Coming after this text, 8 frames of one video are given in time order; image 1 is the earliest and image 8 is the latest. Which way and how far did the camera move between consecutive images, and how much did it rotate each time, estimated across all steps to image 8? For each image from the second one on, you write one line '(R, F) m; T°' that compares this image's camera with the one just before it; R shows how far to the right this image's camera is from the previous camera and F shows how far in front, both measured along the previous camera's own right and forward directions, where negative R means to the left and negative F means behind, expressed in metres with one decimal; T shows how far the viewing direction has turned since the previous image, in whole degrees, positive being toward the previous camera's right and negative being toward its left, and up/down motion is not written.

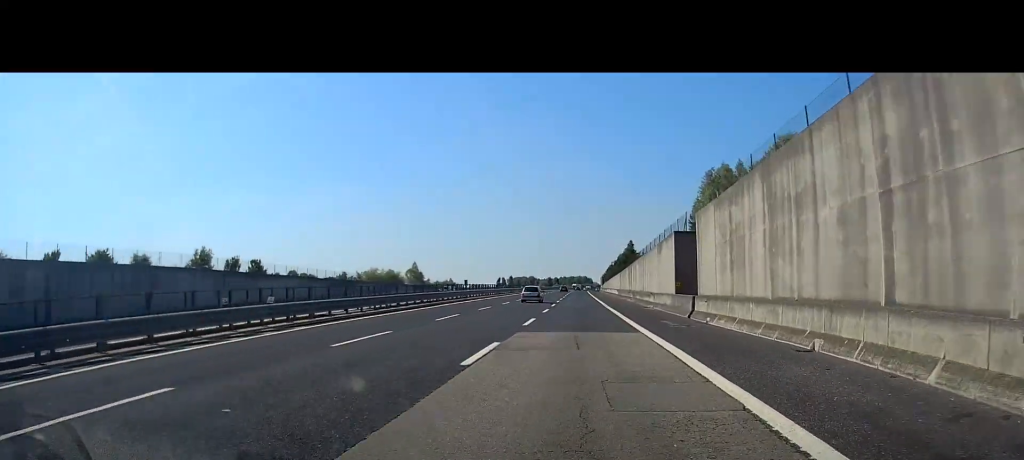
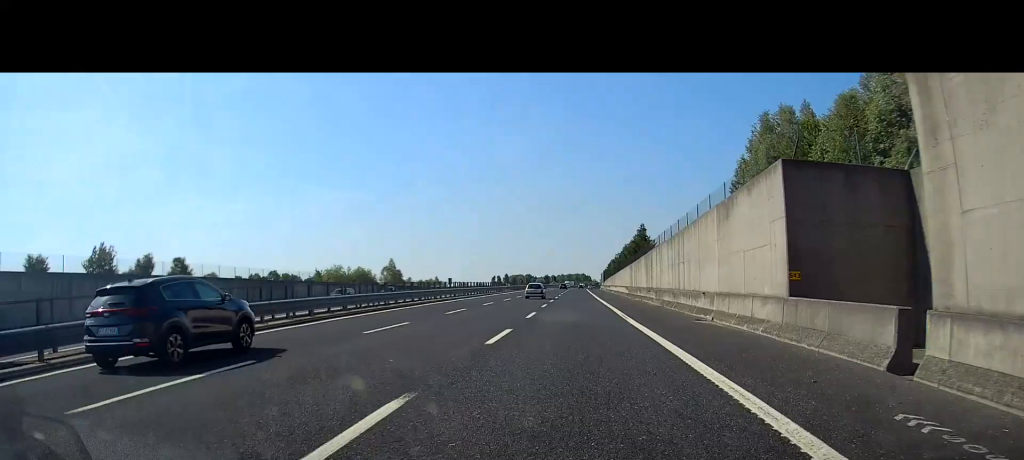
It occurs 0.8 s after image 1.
(0.0, +19.5) m; 0°
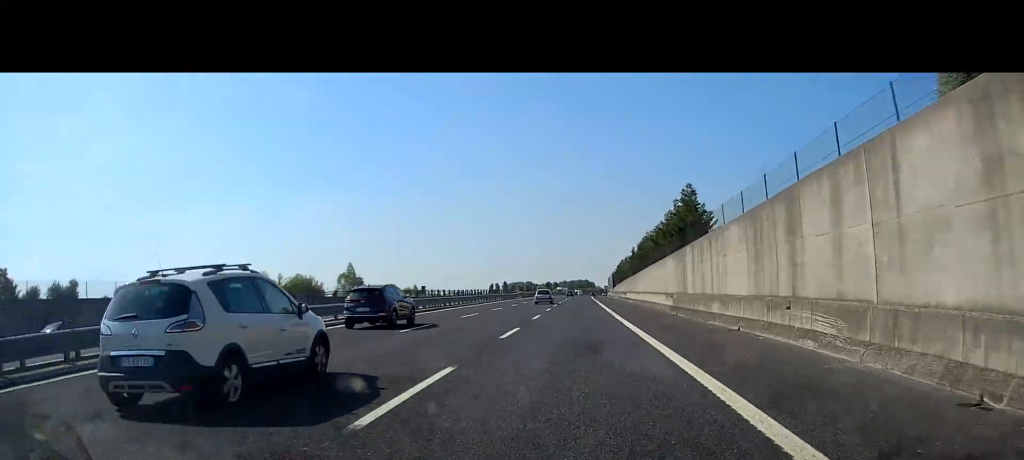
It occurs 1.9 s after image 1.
(0.0, +29.9) m; 0°
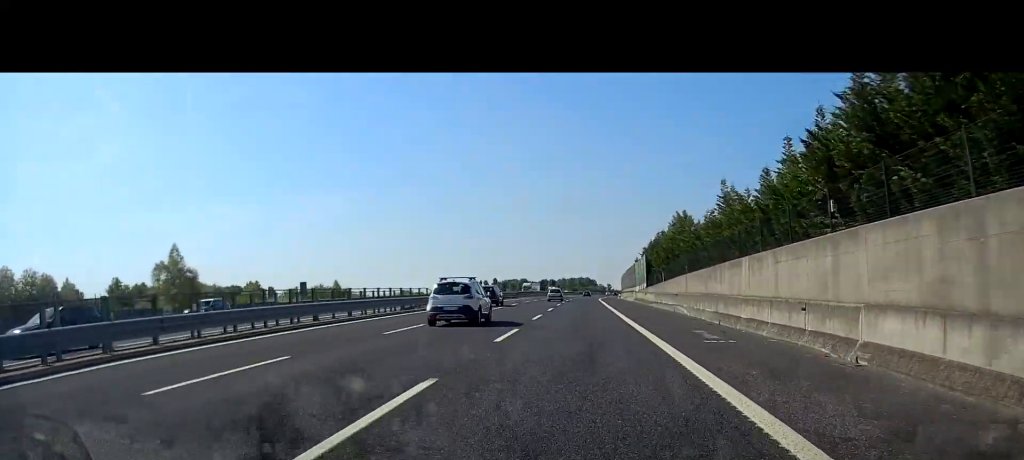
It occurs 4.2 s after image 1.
(-0.2, +58.2) m; 0°
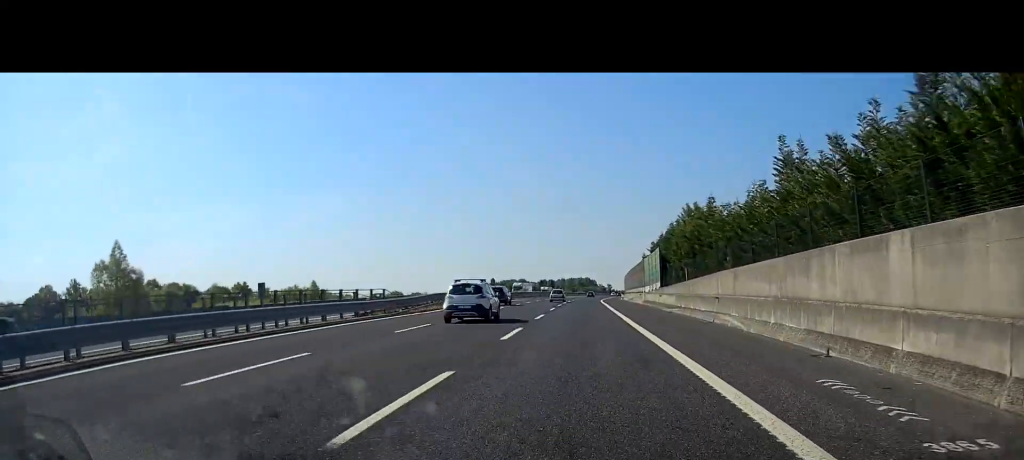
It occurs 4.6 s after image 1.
(0.0, +10.2) m; 0°
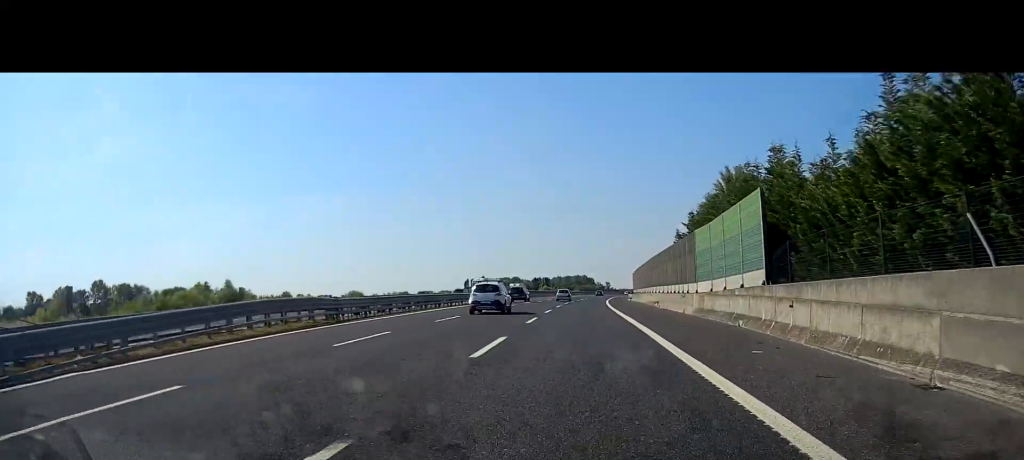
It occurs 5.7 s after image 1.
(+0.1, +27.3) m; +1°
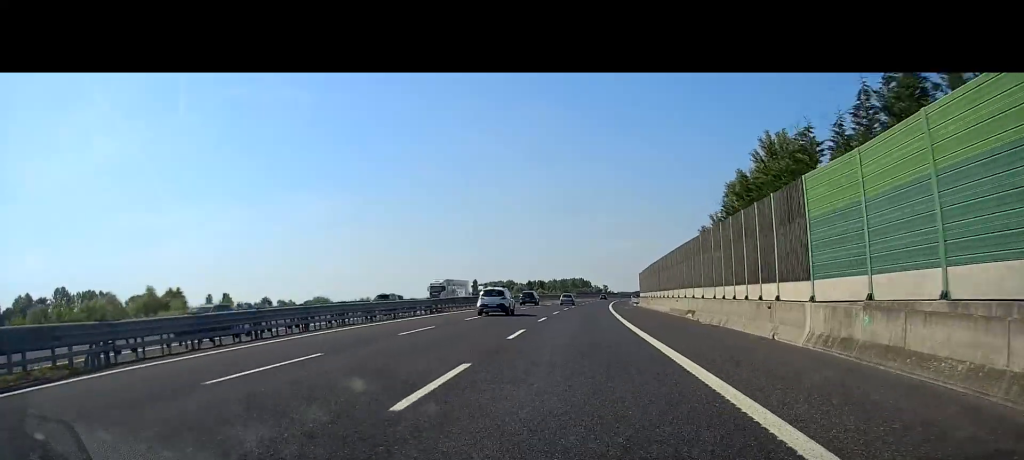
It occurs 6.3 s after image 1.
(0.0, +16.3) m; 0°
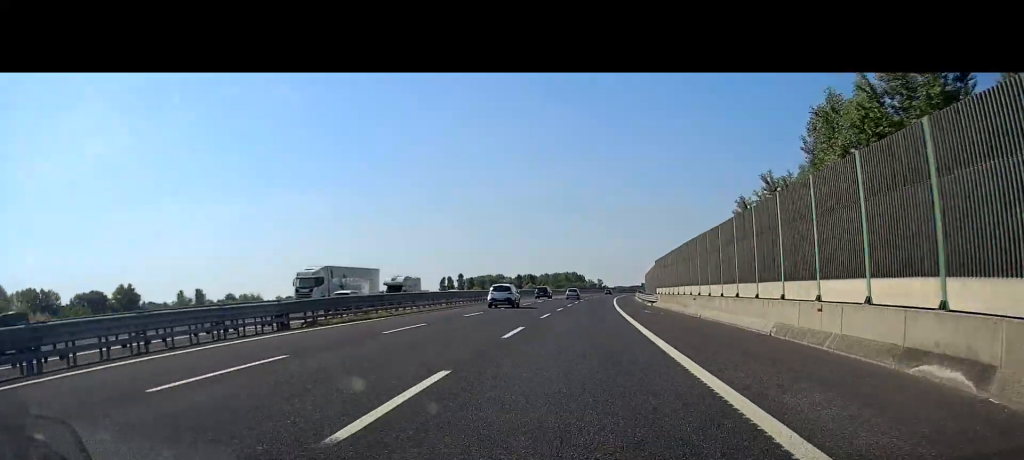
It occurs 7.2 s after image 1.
(+0.1, +24.1) m; +1°
